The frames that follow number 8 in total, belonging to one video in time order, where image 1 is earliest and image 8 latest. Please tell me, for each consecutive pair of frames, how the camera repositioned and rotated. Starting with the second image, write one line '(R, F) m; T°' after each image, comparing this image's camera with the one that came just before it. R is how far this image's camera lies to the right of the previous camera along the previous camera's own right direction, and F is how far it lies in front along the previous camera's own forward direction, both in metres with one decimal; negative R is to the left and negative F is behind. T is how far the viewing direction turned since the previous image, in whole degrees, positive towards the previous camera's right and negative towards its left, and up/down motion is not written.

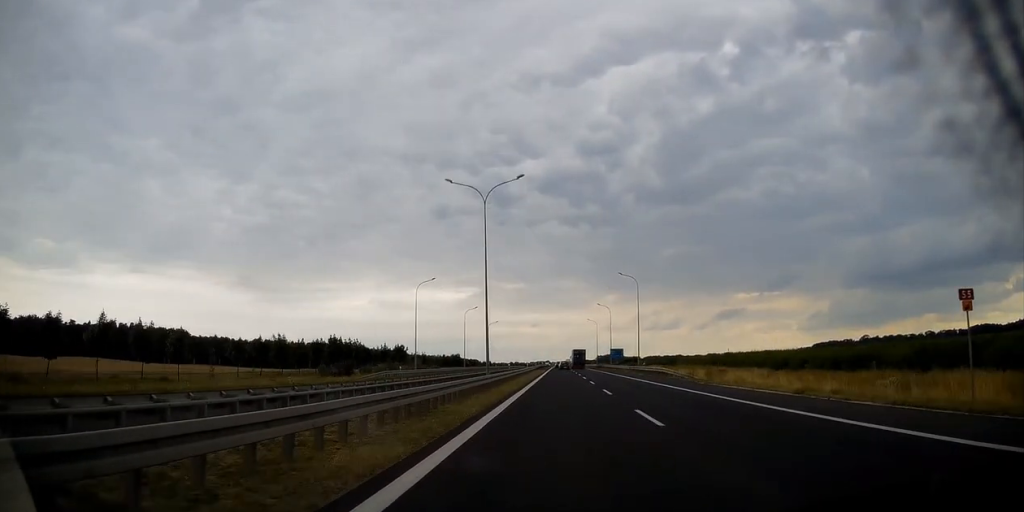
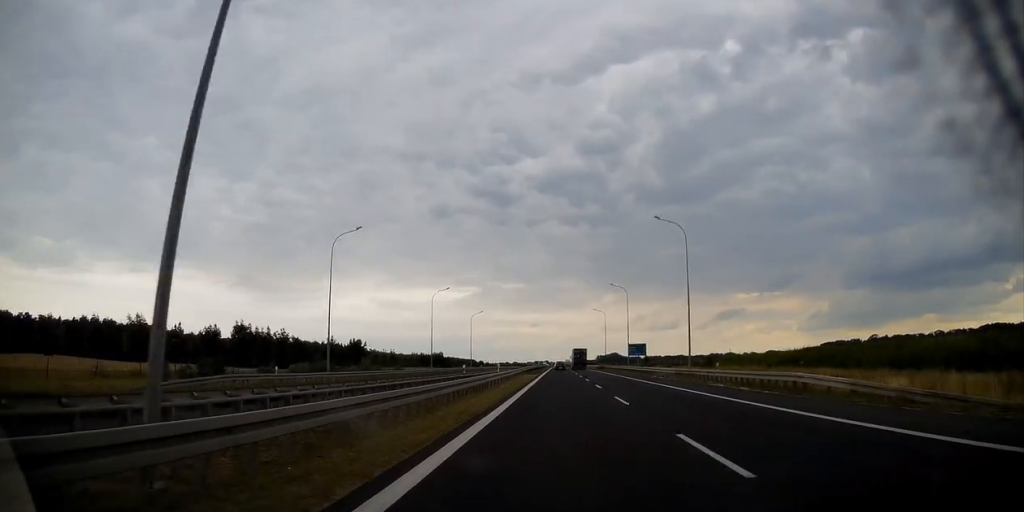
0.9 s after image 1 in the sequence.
(0.0, +30.0) m; 0°
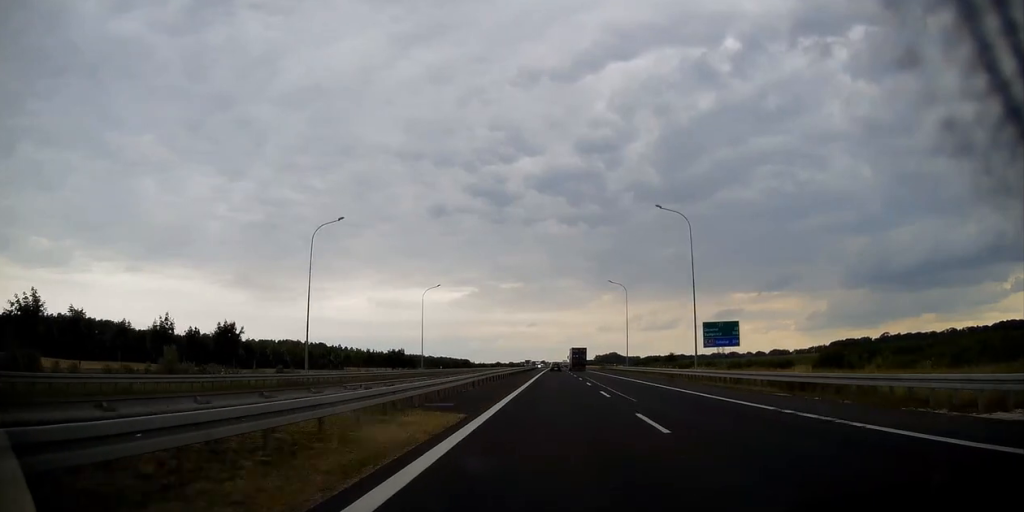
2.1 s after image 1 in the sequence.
(+0.4, +43.8) m; 0°
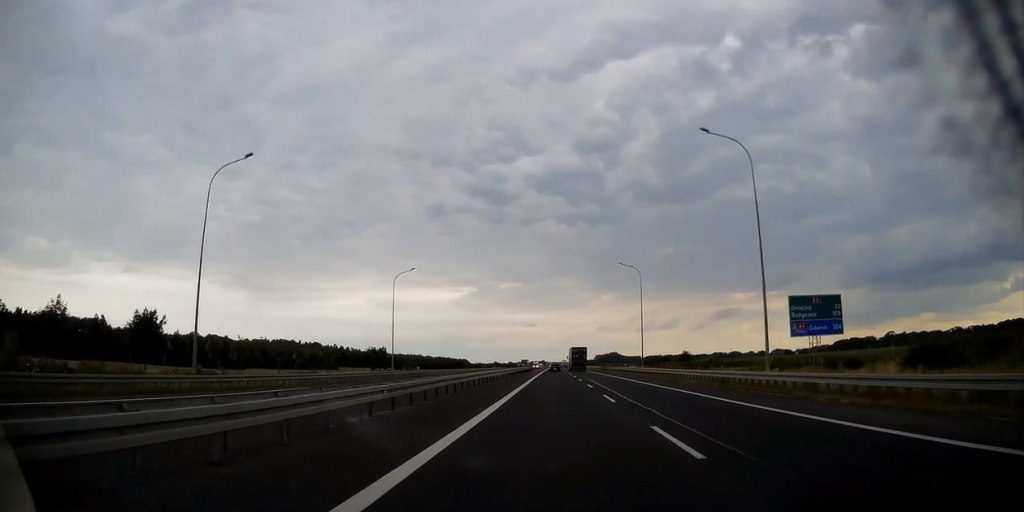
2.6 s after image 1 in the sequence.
(+0.1, +15.0) m; 0°
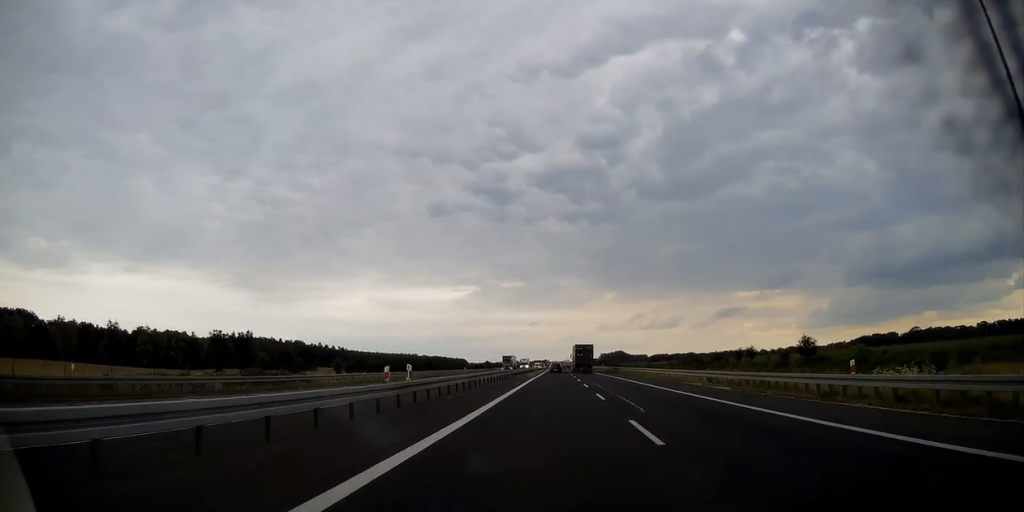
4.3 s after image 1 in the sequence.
(-0.2, +58.7) m; 0°
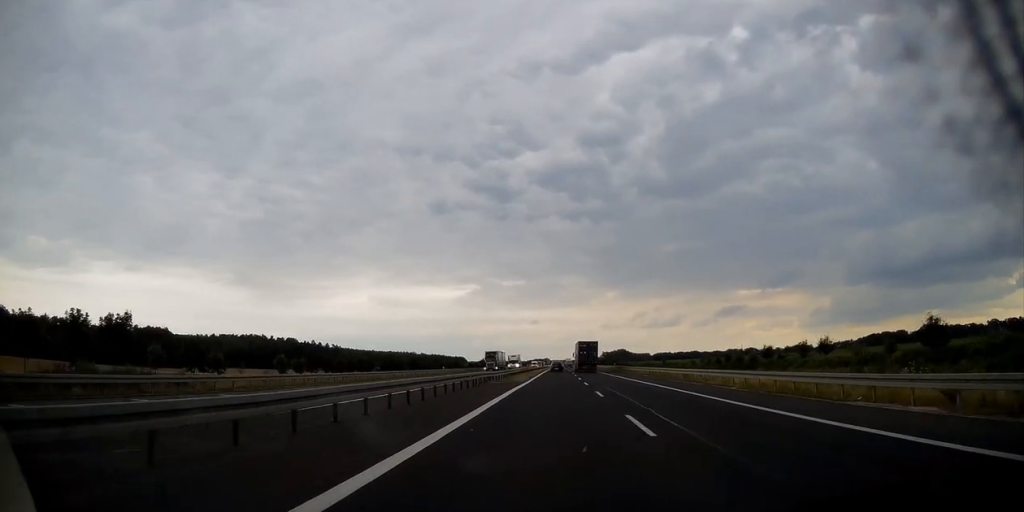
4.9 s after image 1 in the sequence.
(-0.1, +23.0) m; 0°
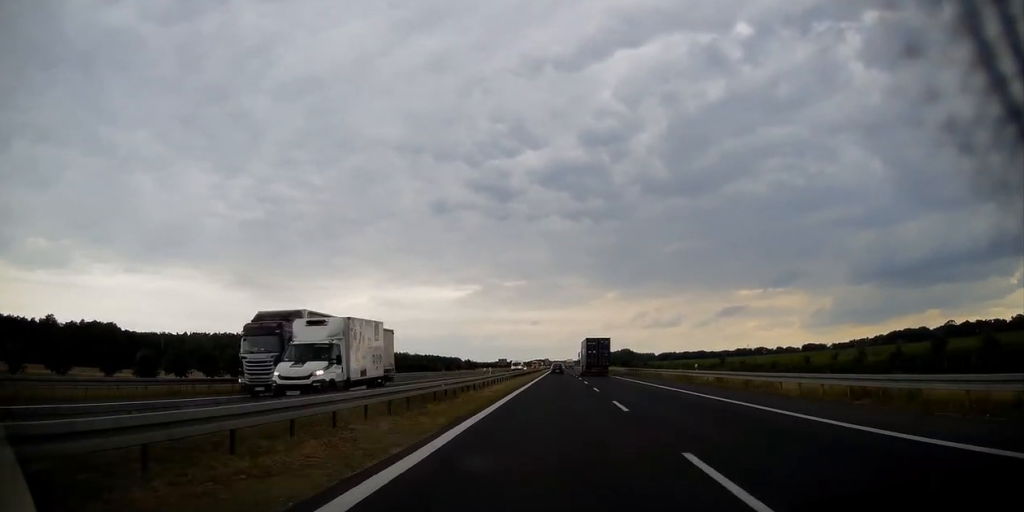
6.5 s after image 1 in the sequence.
(-0.3, +54.2) m; 0°
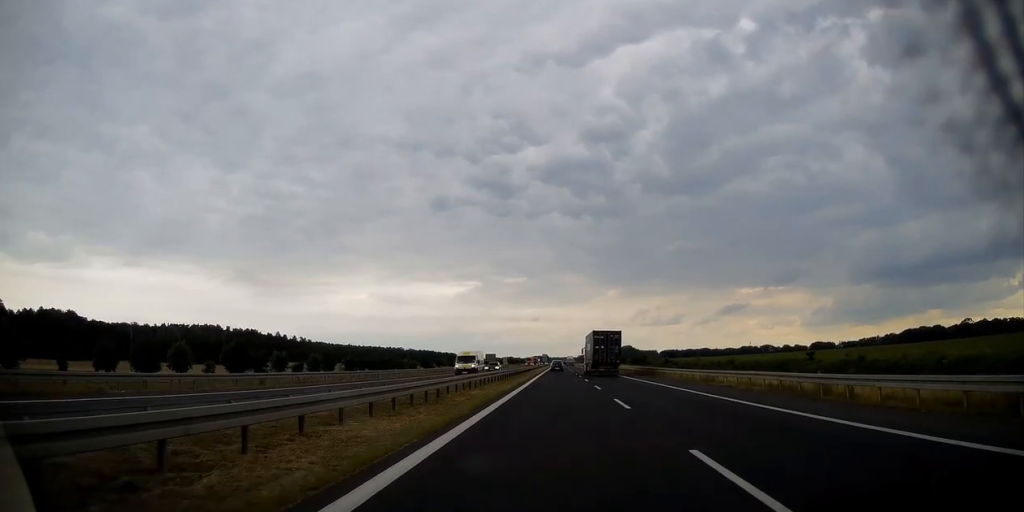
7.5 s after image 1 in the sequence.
(0.0, +34.6) m; 0°
